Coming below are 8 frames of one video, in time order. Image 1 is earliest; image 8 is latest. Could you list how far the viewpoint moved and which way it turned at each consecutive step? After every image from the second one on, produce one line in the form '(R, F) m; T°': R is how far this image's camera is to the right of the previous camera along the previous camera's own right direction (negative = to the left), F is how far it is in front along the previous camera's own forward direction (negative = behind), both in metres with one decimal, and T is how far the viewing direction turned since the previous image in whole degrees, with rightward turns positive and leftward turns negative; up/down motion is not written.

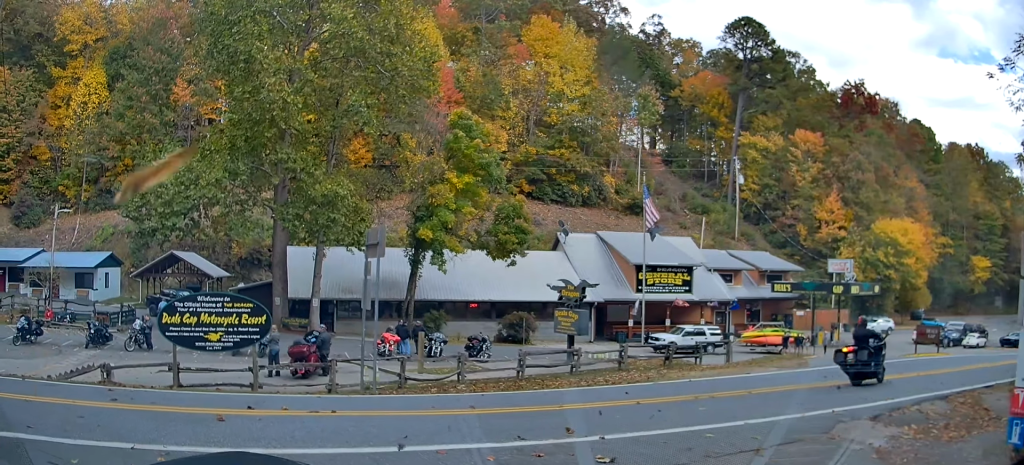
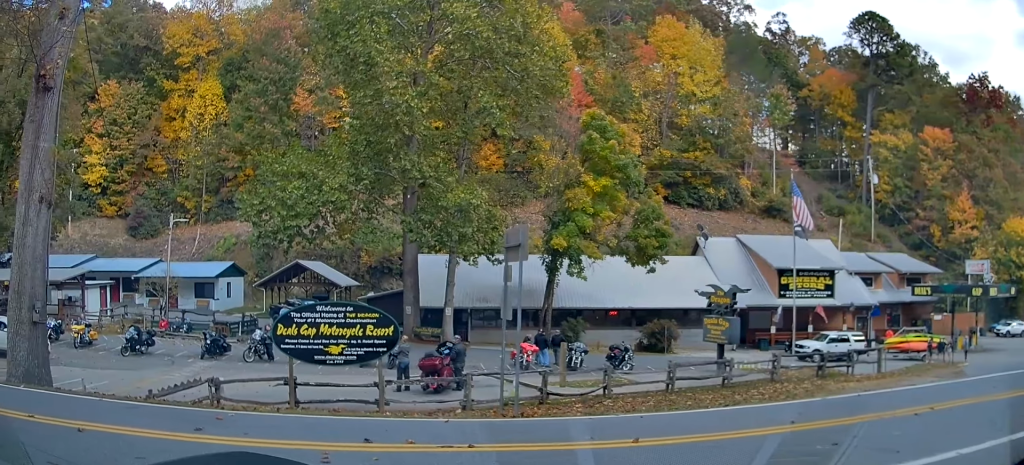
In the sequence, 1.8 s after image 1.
(-0.5, +2.2) m; -21°
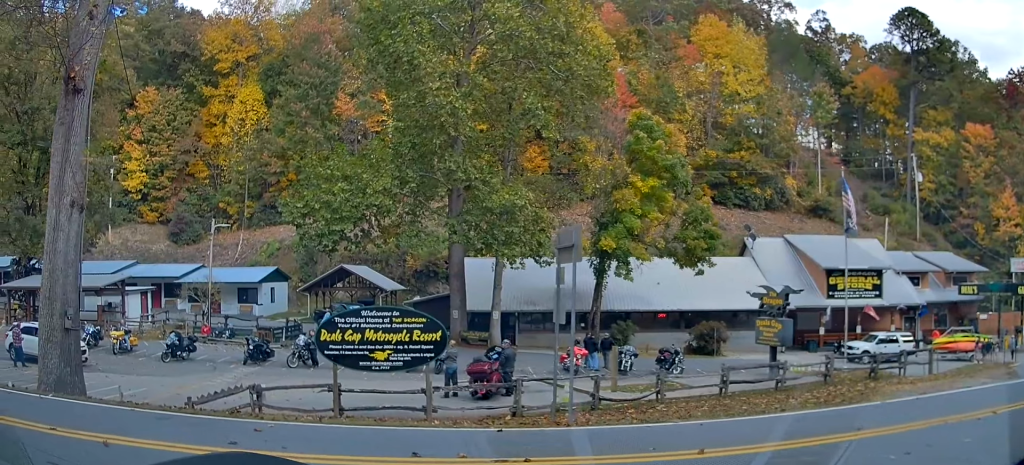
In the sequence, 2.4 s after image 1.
(0.0, +0.9) m; -13°
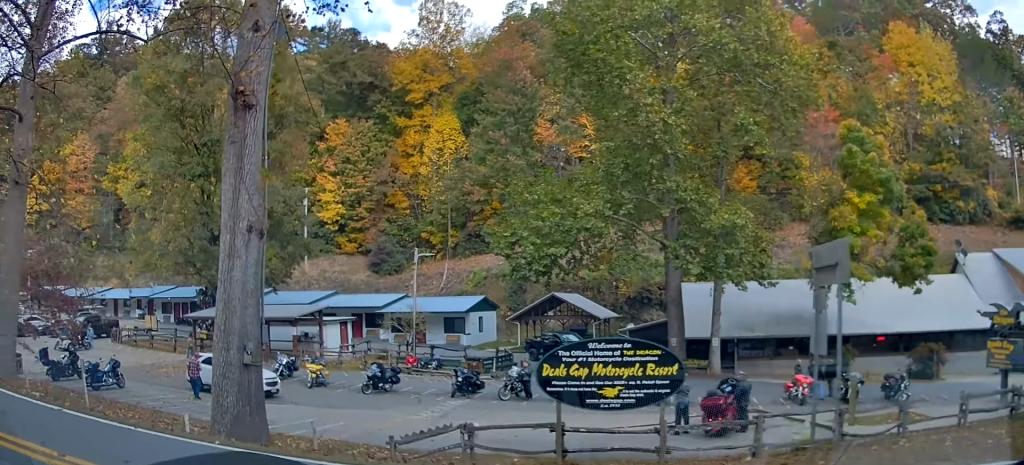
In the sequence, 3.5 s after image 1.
(-0.6, +2.5) m; -27°
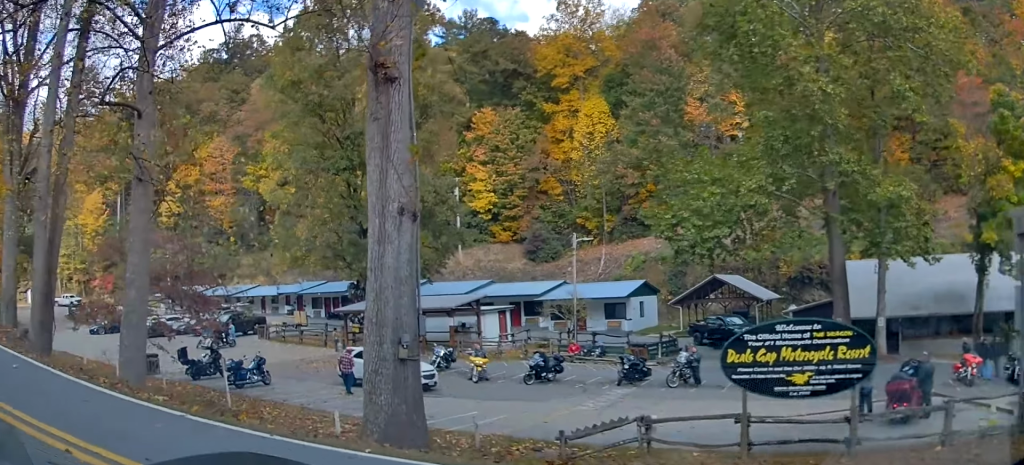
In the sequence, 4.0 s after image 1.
(-0.2, +1.5) m; -11°
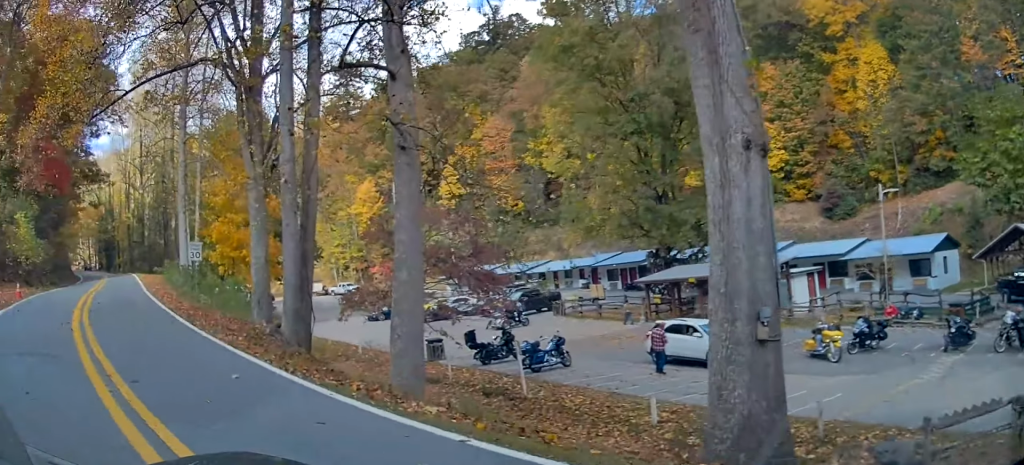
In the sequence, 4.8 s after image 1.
(-0.4, +2.9) m; -15°
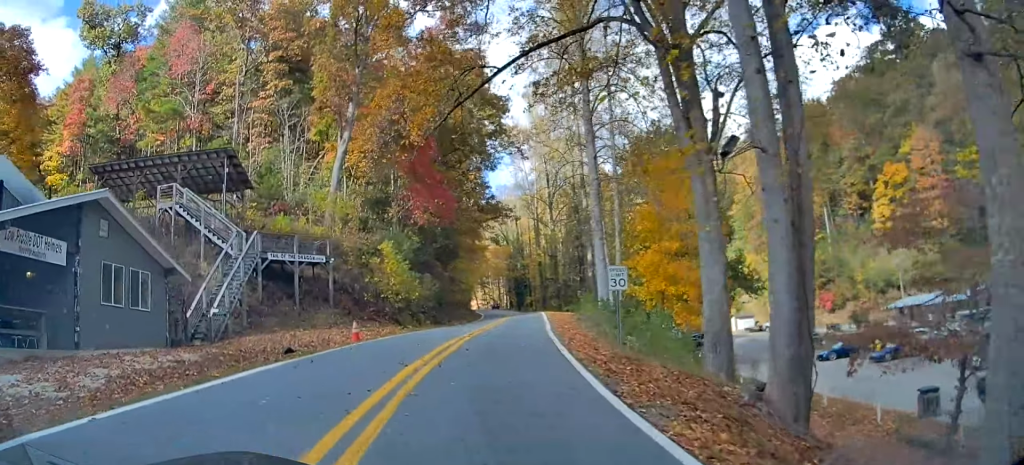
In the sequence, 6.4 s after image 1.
(-1.1, +8.5) m; -2°
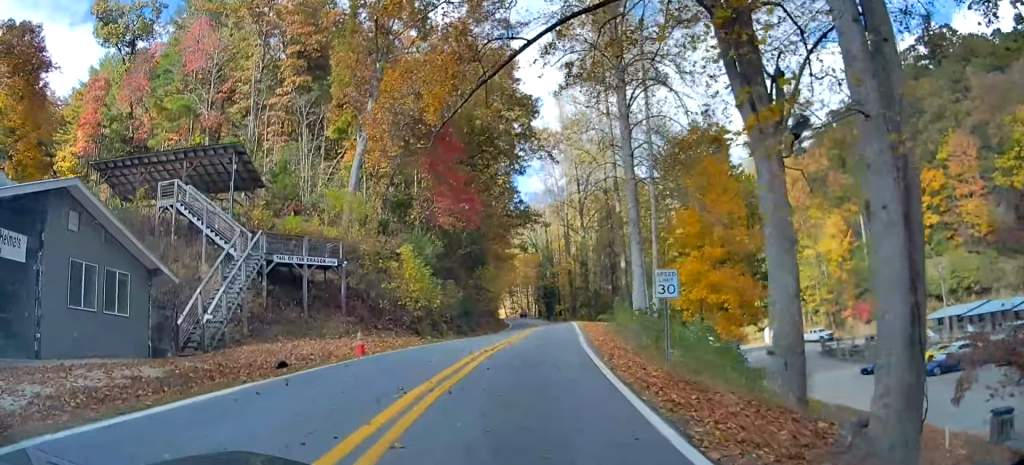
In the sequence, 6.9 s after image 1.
(+0.3, +3.4) m; 0°
